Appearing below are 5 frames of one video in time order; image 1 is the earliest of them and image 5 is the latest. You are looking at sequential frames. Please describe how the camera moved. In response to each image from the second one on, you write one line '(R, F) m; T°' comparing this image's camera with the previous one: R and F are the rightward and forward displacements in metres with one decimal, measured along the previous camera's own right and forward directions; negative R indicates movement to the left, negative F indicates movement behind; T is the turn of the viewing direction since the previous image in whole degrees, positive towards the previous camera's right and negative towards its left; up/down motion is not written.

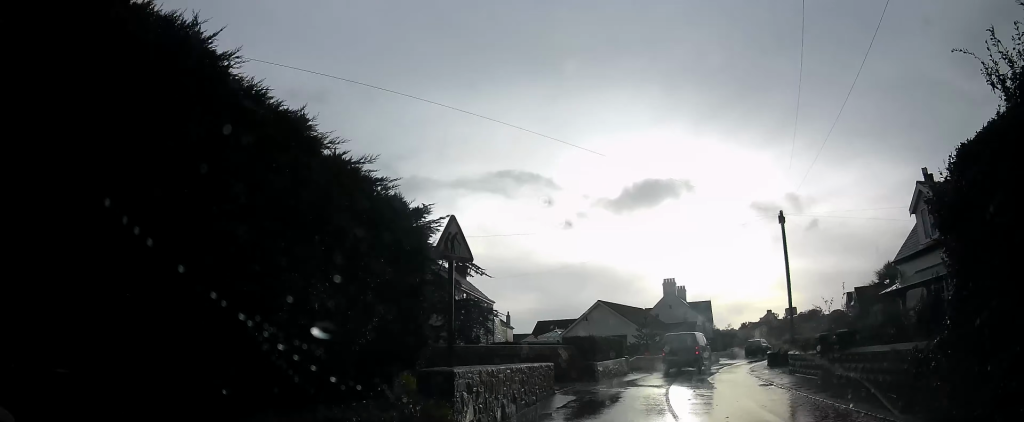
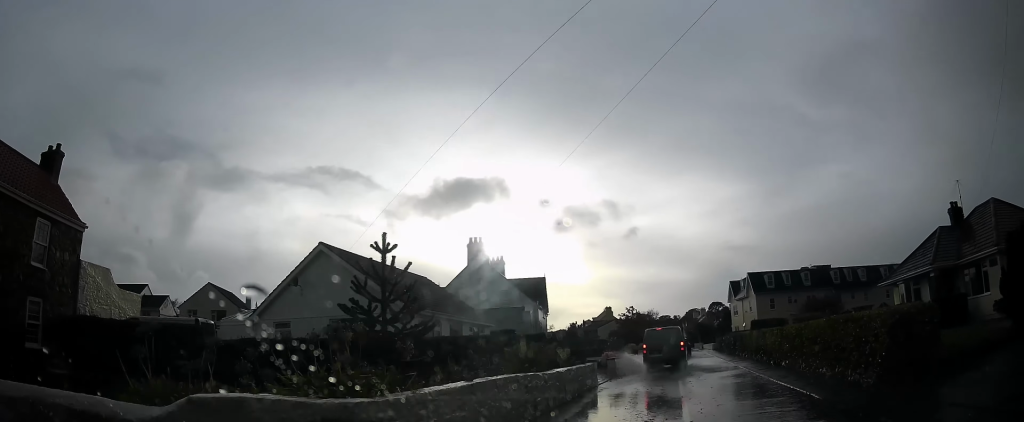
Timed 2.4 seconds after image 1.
(0.0, +25.6) m; 0°
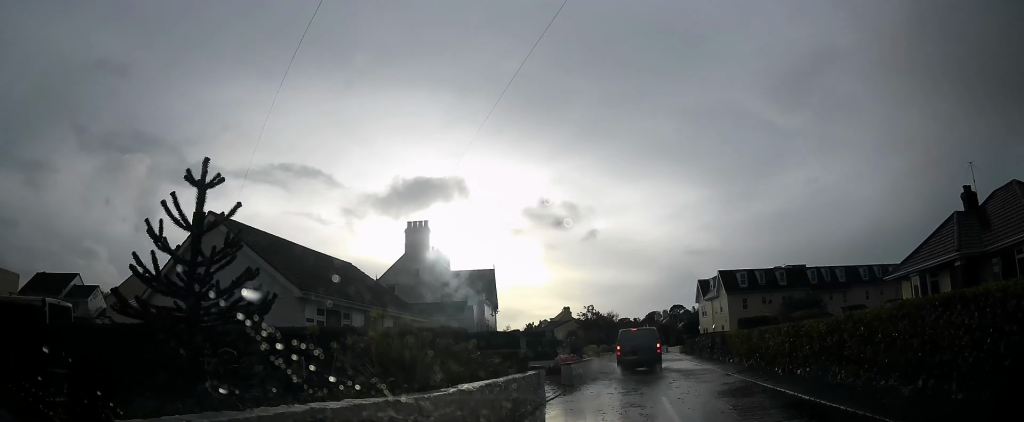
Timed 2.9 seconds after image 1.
(0.0, +4.9) m; 0°
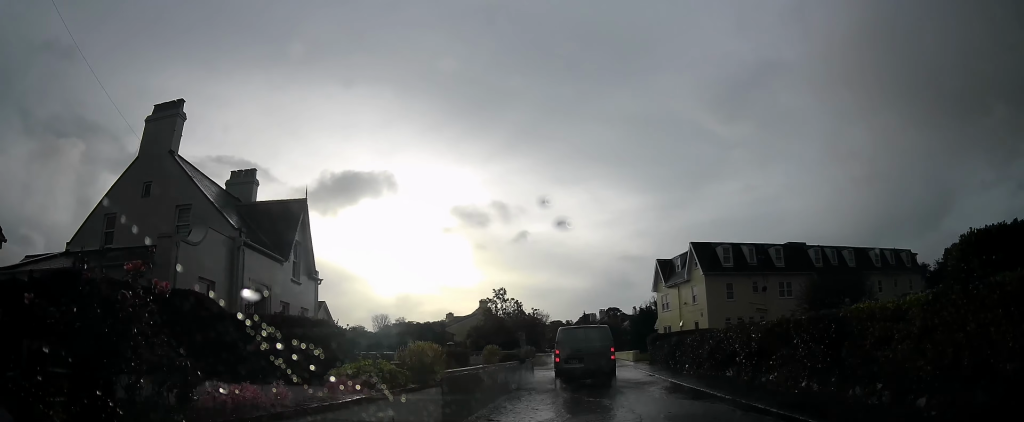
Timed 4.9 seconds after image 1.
(0.0, +18.1) m; +3°
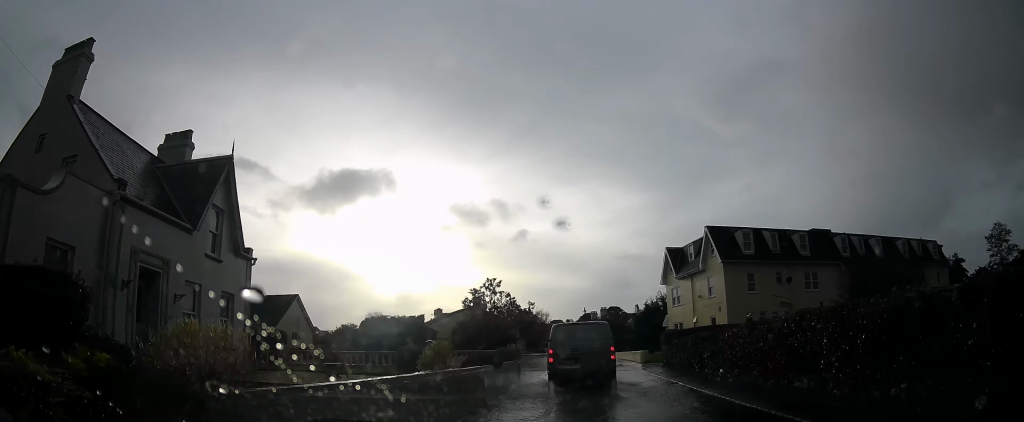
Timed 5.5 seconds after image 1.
(-0.2, +5.1) m; +6°
